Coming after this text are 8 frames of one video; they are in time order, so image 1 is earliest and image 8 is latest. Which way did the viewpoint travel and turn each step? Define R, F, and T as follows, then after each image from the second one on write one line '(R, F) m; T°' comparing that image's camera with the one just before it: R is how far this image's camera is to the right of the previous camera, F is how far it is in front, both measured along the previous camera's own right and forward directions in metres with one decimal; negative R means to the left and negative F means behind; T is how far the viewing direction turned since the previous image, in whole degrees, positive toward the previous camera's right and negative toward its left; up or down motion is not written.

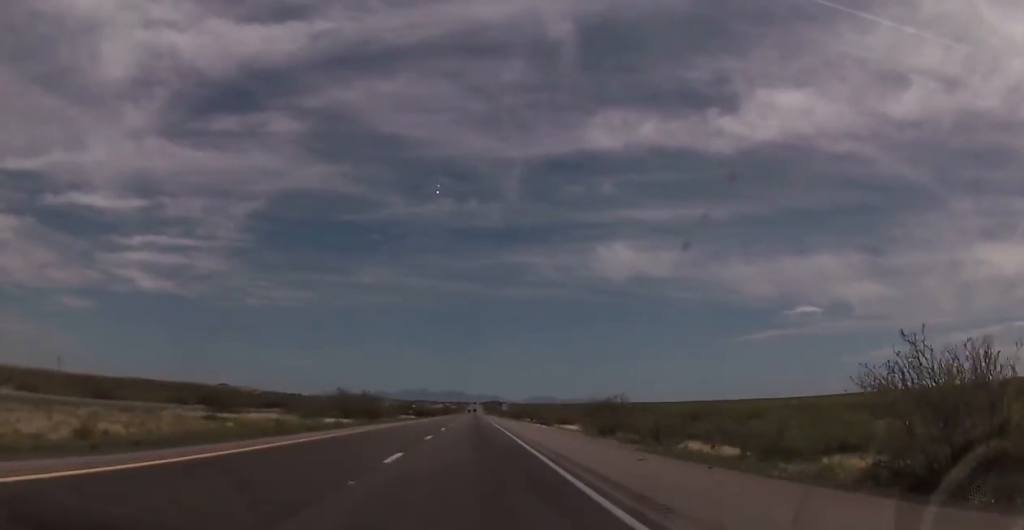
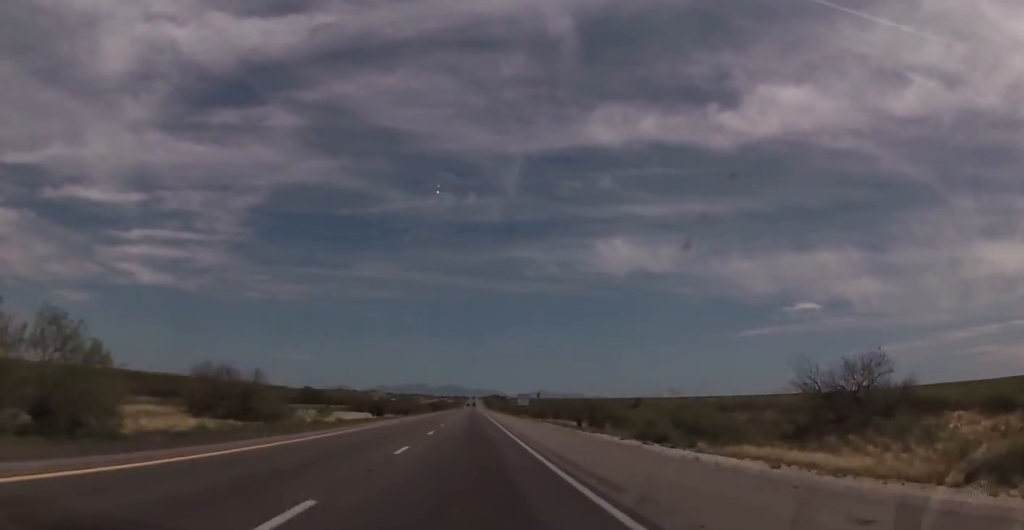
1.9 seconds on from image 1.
(+1.0, +70.9) m; 0°
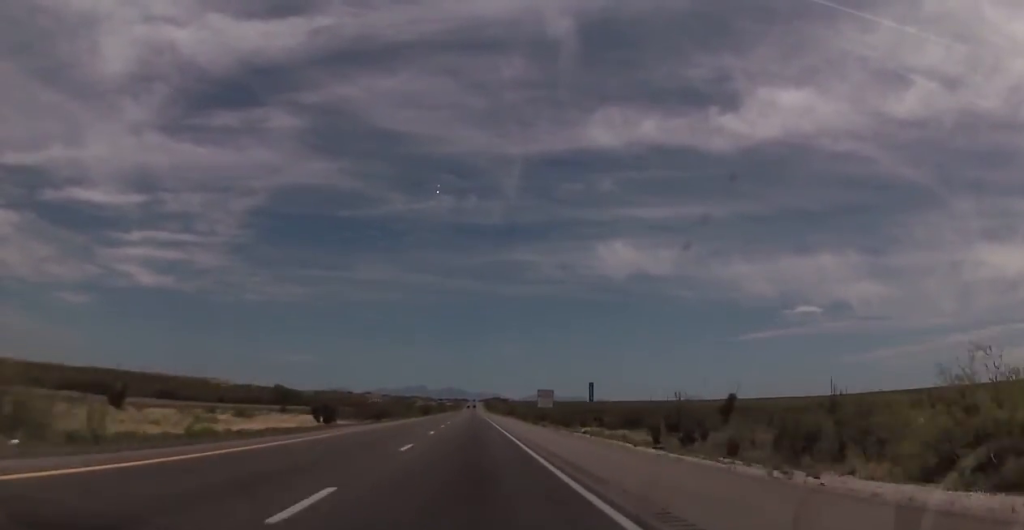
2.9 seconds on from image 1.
(-0.4, +35.4) m; 0°
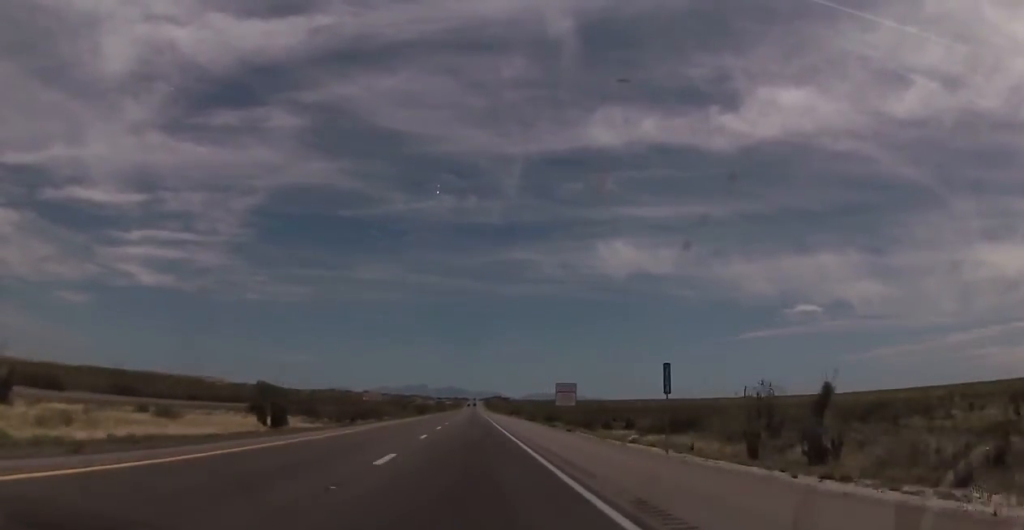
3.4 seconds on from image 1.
(-0.1, +17.1) m; 0°
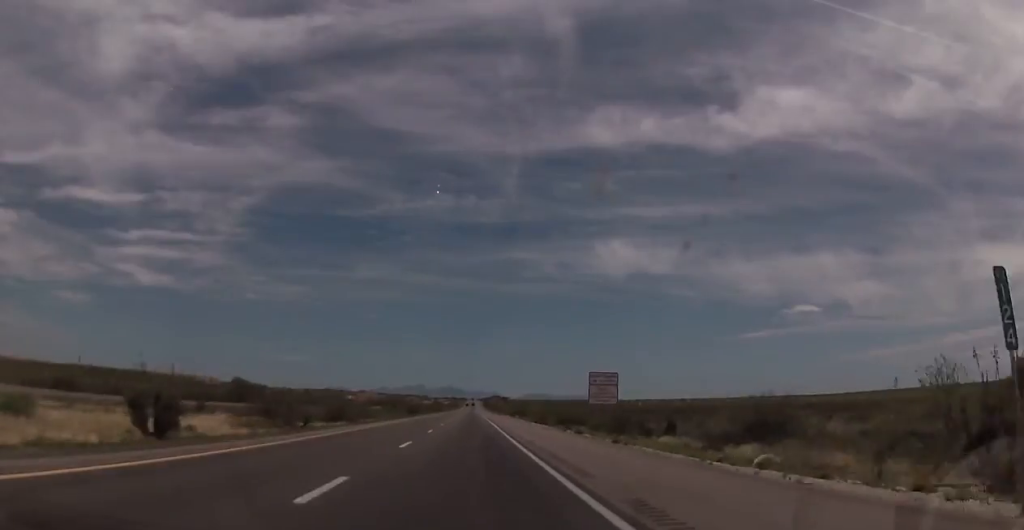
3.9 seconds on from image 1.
(+0.3, +18.3) m; 0°
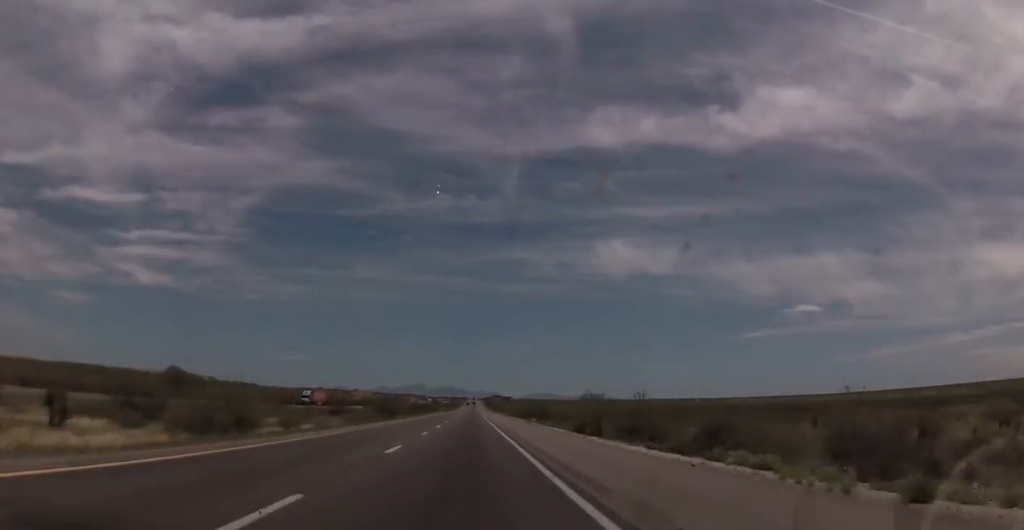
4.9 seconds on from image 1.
(+0.2, +39.0) m; 0°
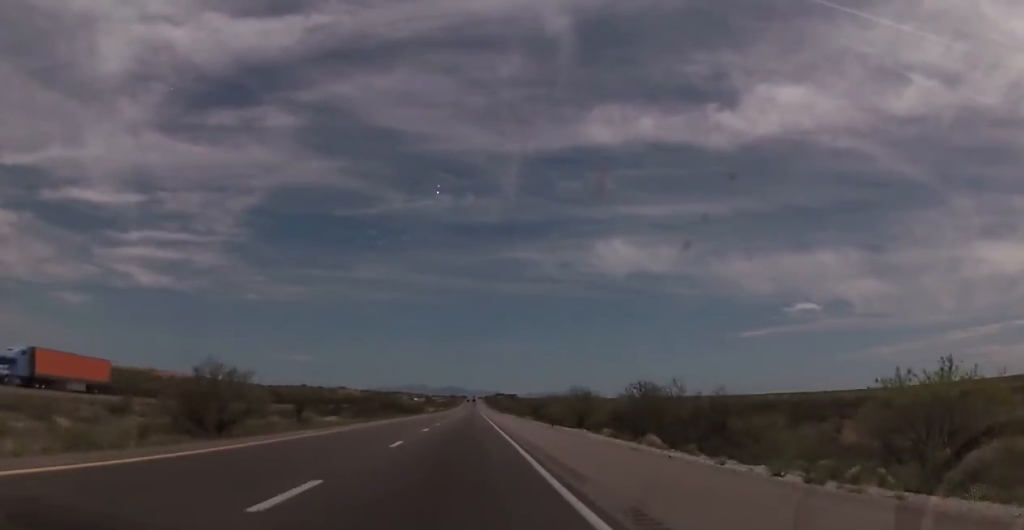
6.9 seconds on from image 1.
(-0.2, +72.1) m; 0°
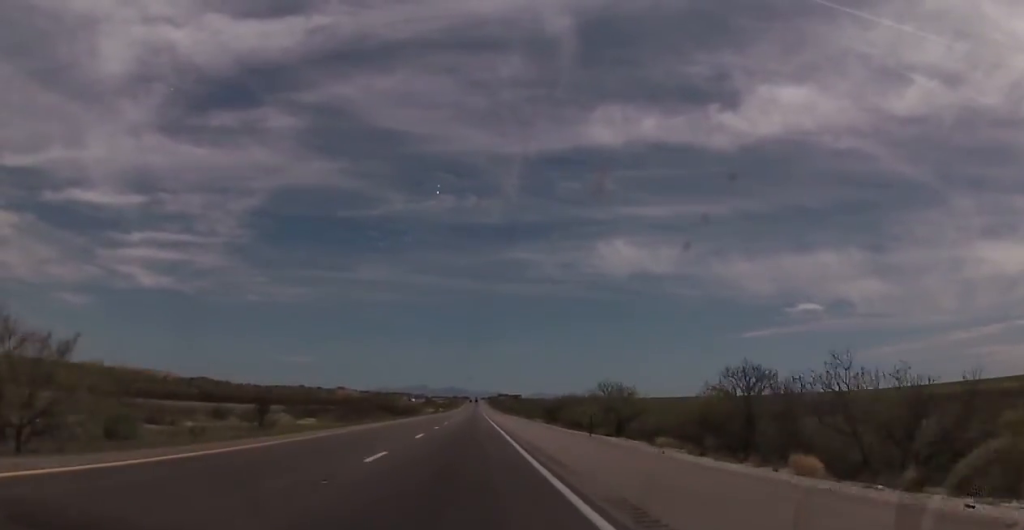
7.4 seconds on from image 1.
(+0.1, +17.1) m; 0°
